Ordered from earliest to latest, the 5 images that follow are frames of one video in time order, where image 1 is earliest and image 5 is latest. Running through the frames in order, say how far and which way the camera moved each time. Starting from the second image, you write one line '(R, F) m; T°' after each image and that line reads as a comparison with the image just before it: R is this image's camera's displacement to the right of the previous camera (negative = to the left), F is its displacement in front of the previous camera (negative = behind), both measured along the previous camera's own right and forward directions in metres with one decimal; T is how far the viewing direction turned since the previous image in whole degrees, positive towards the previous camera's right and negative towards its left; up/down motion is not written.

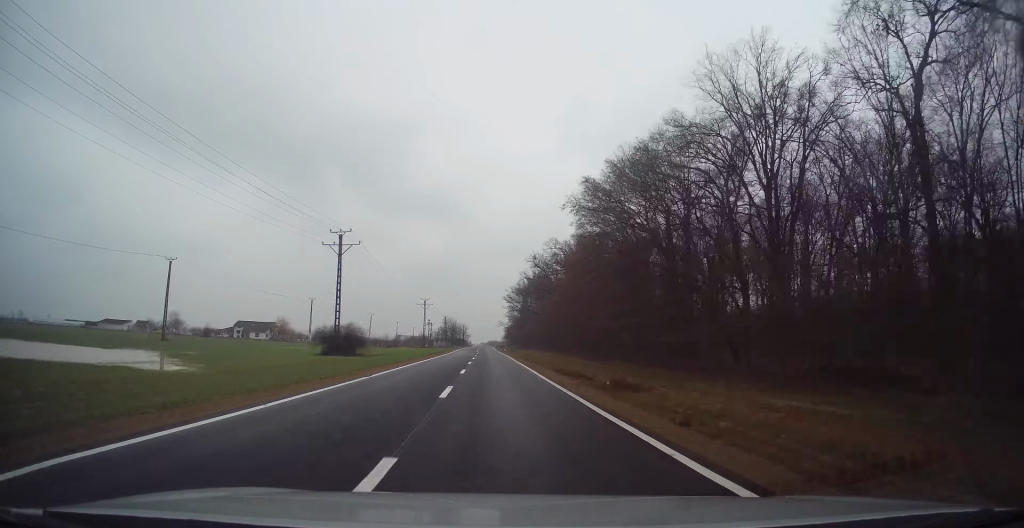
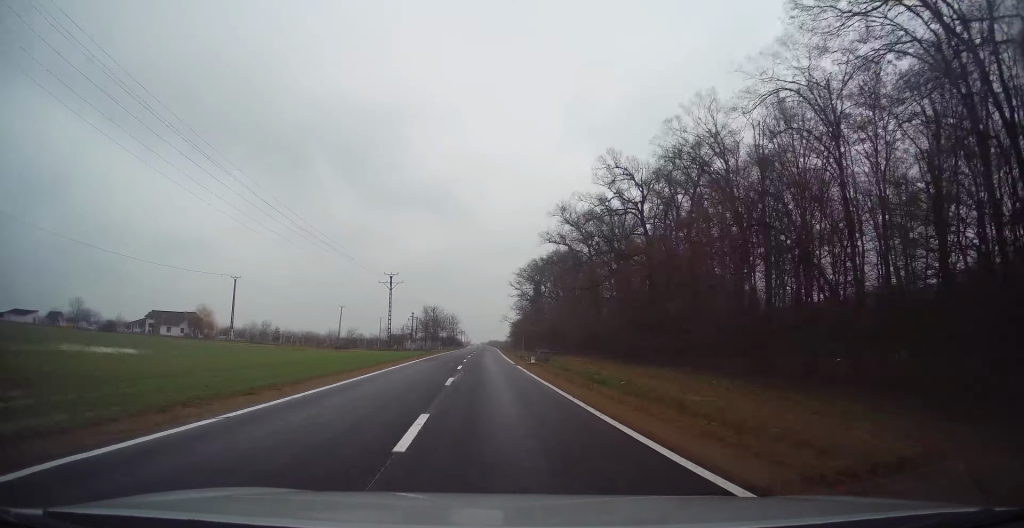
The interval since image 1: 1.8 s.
(-0.4, +50.4) m; 0°
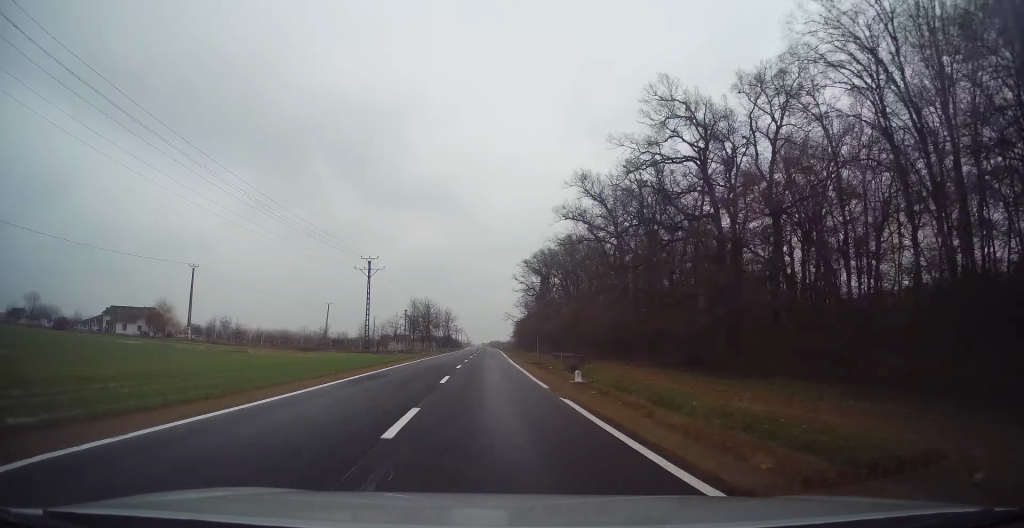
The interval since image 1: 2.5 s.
(+0.1, +17.0) m; 0°
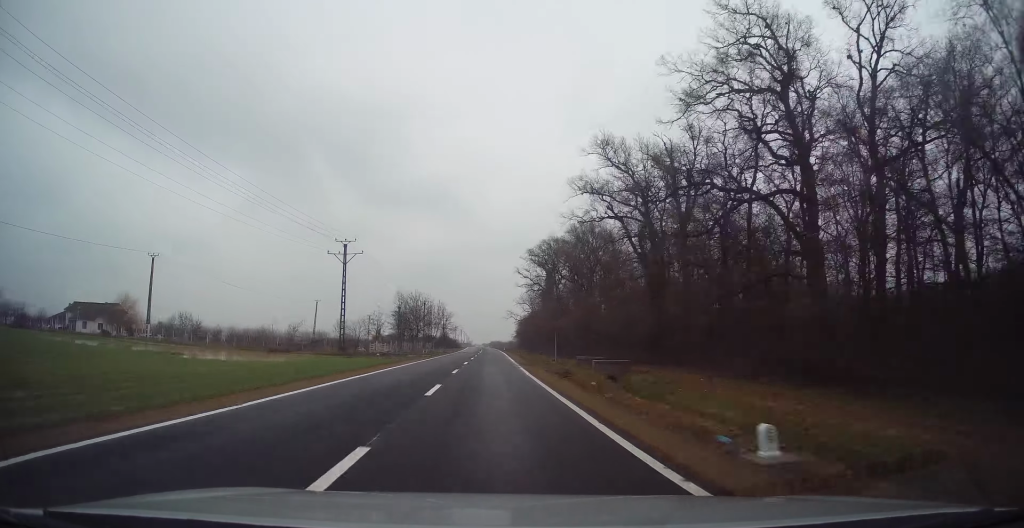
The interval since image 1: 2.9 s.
(0.0, +13.0) m; 0°
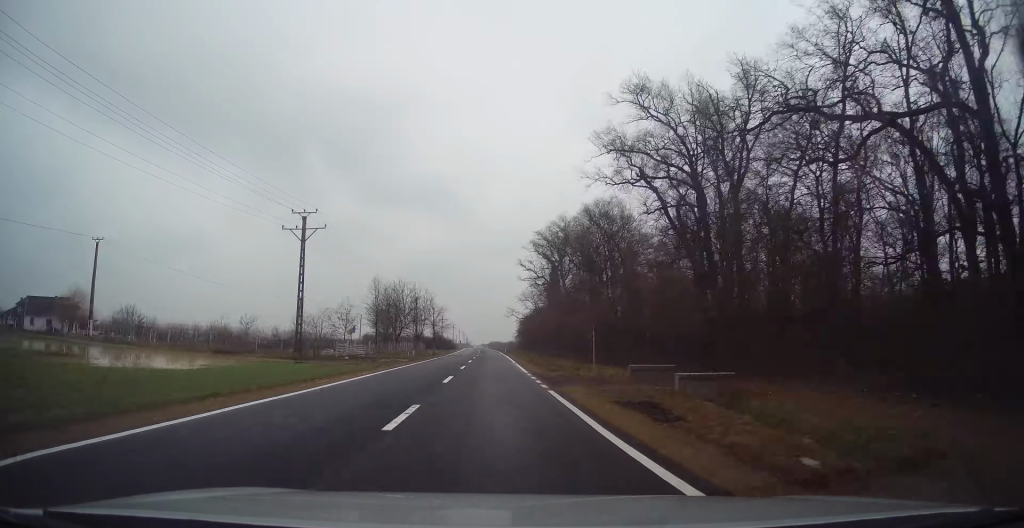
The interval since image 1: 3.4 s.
(0.0, +13.6) m; 0°
